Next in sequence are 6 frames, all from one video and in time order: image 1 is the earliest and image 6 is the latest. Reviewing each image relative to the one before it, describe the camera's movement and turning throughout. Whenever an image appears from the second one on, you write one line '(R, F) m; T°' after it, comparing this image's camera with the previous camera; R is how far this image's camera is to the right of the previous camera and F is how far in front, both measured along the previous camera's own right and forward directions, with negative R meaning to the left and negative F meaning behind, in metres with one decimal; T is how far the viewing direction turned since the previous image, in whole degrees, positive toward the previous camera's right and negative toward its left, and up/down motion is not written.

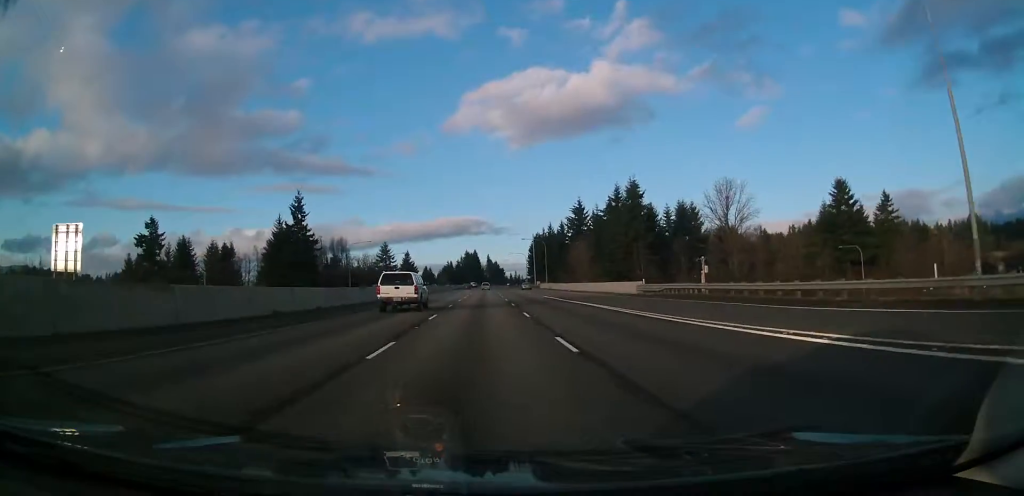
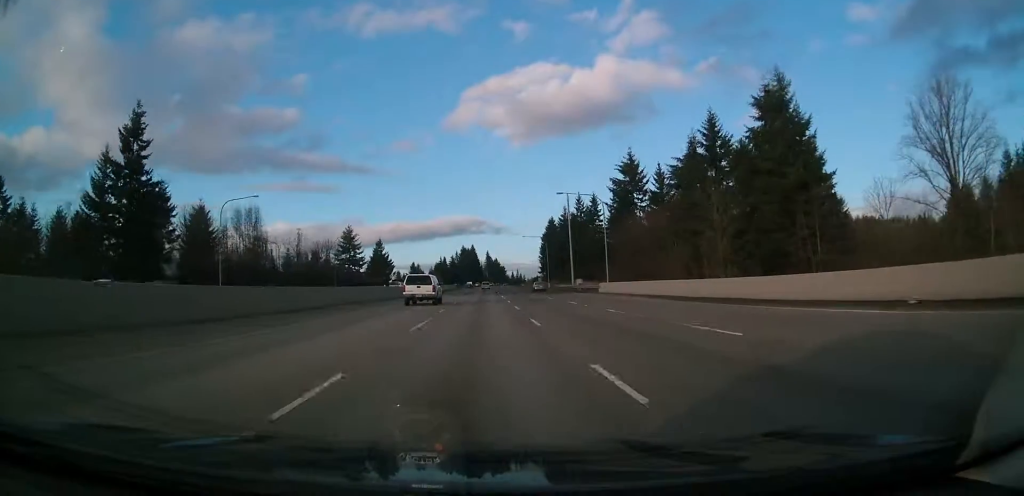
(+0.8, +77.9) m; +1°
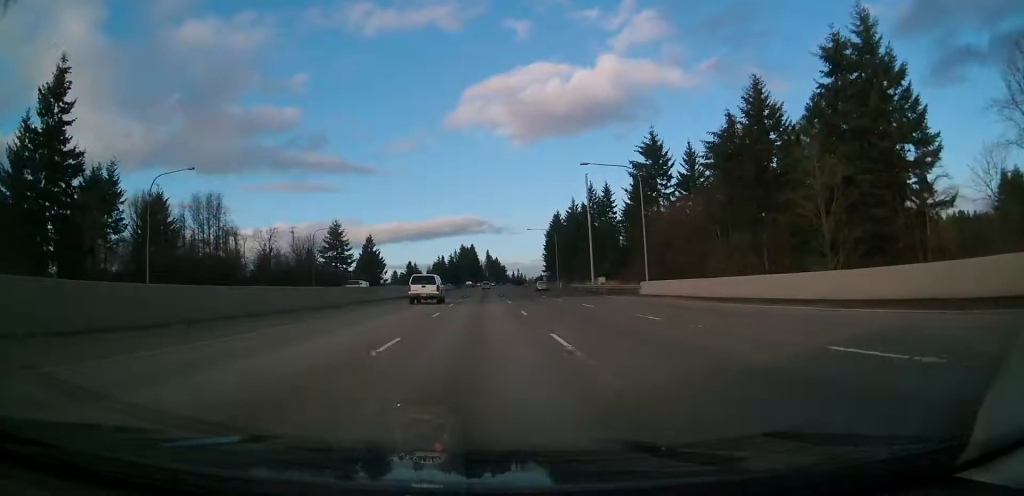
(-0.1, +18.8) m; 0°
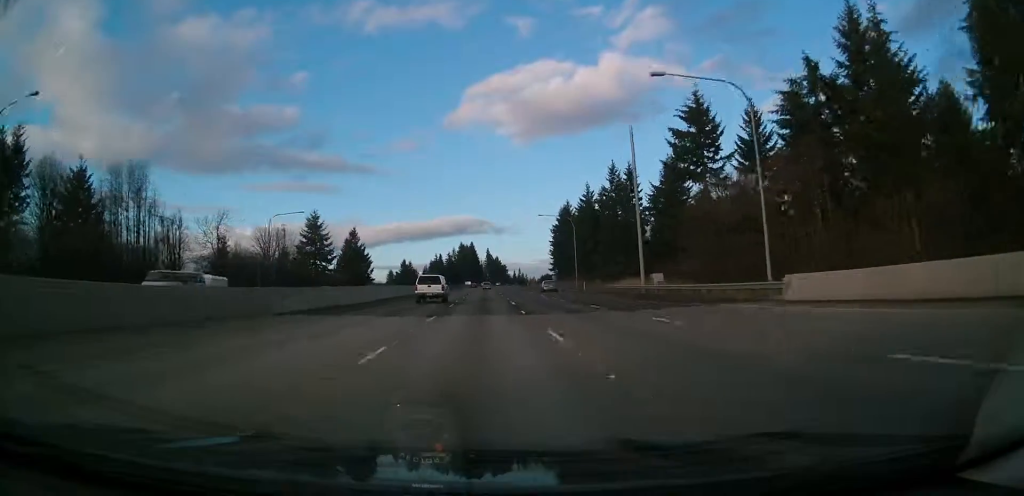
(+0.2, +25.7) m; 0°
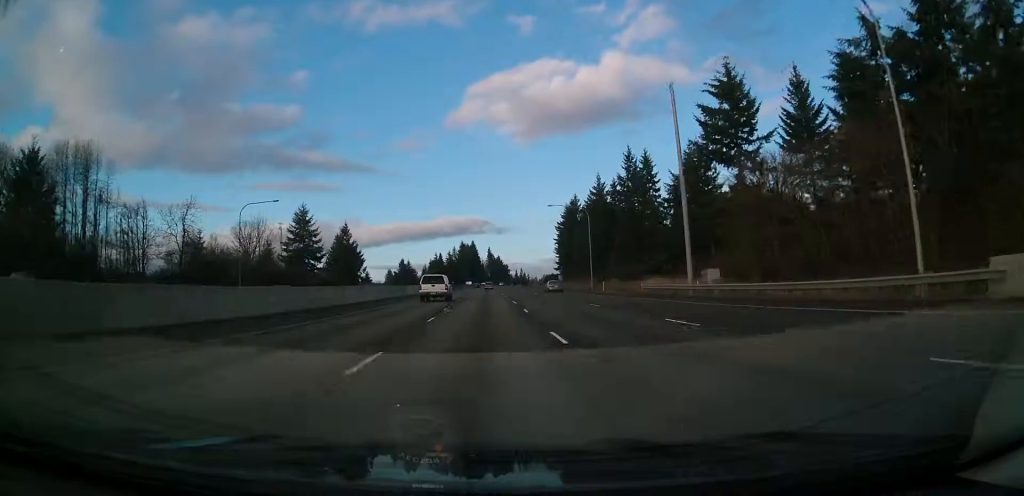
(0.0, +12.9) m; 0°
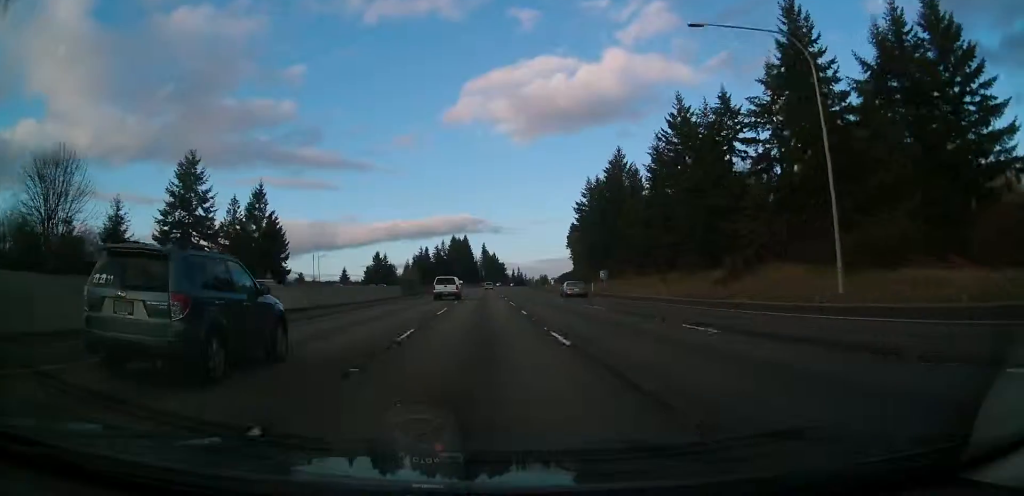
(-0.4, +63.6) m; 0°
